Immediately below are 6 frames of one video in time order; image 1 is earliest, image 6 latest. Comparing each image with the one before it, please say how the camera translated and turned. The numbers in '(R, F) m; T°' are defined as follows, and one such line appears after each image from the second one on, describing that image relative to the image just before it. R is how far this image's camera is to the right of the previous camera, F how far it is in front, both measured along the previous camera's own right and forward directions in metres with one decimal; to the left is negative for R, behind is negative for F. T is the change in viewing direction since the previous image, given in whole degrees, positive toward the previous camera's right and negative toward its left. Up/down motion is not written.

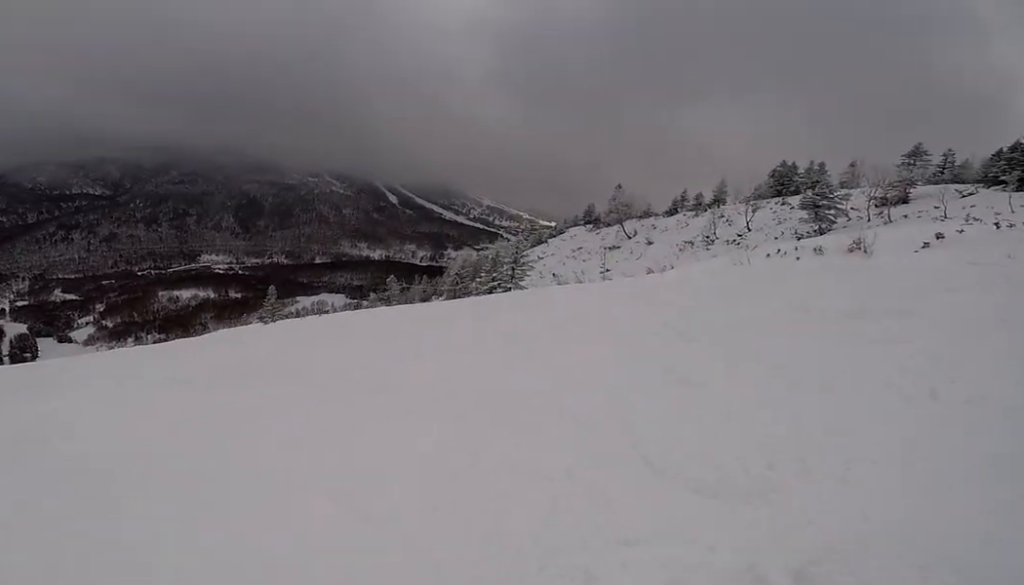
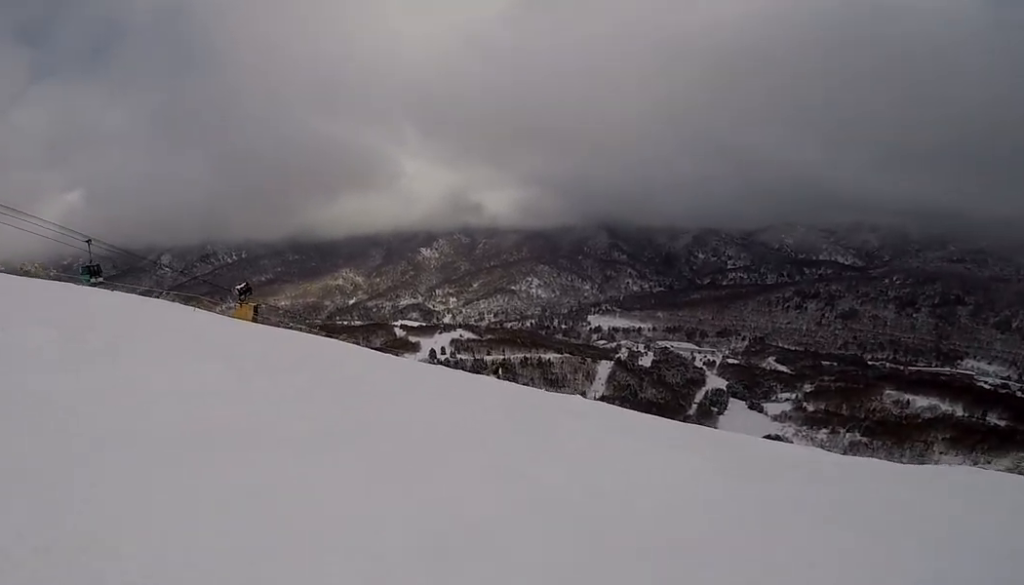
(-6.1, +9.1) m; -65°
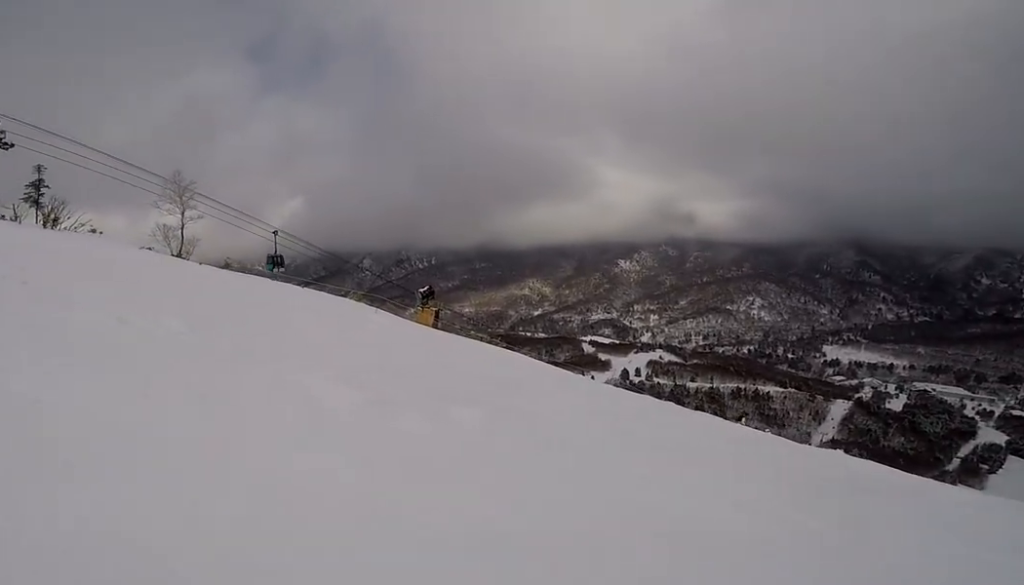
(-0.1, +2.1) m; -5°
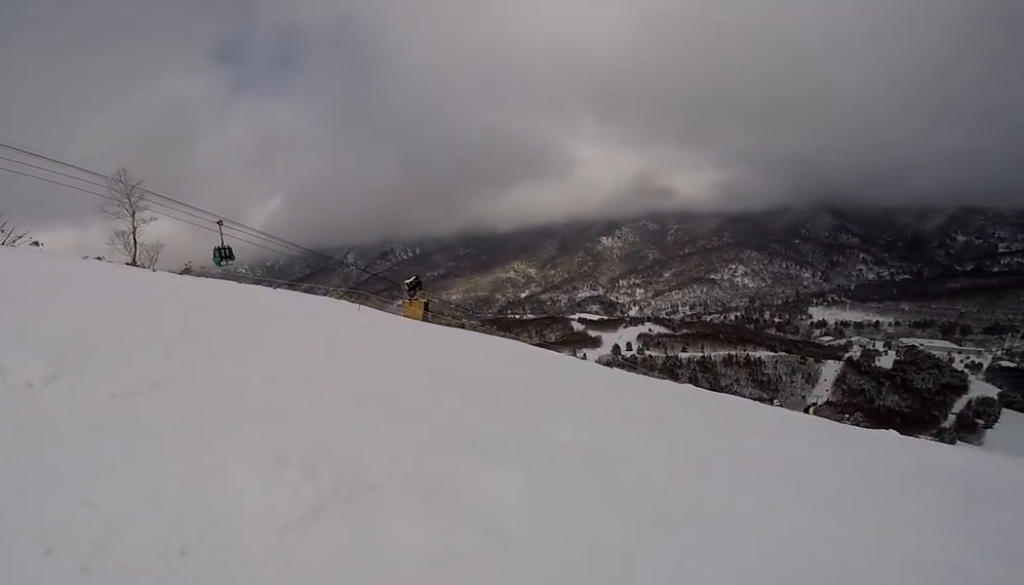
(-0.1, +2.5) m; 0°
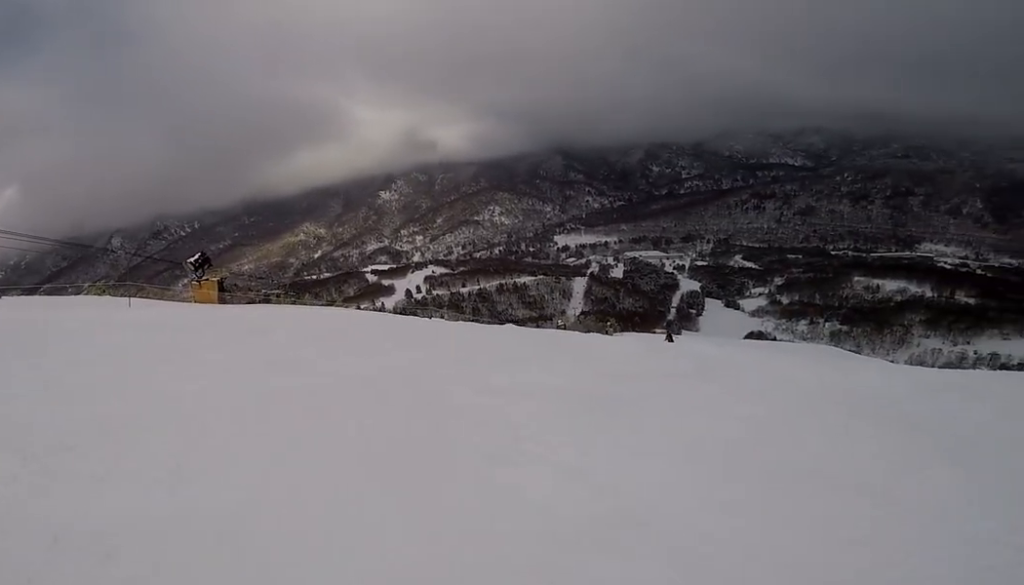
(+0.1, +3.6) m; +10°
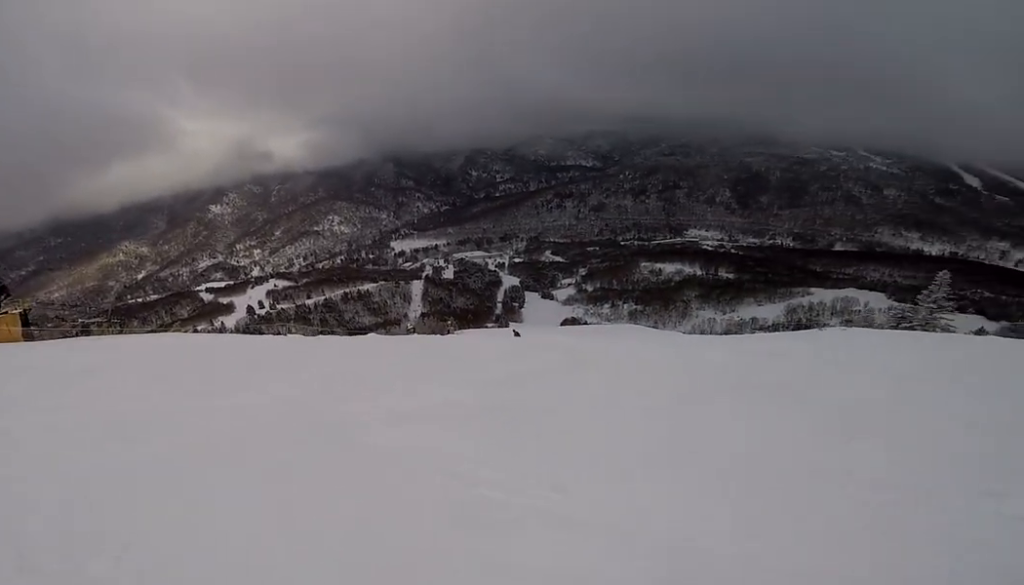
(0.0, +1.3) m; +8°
